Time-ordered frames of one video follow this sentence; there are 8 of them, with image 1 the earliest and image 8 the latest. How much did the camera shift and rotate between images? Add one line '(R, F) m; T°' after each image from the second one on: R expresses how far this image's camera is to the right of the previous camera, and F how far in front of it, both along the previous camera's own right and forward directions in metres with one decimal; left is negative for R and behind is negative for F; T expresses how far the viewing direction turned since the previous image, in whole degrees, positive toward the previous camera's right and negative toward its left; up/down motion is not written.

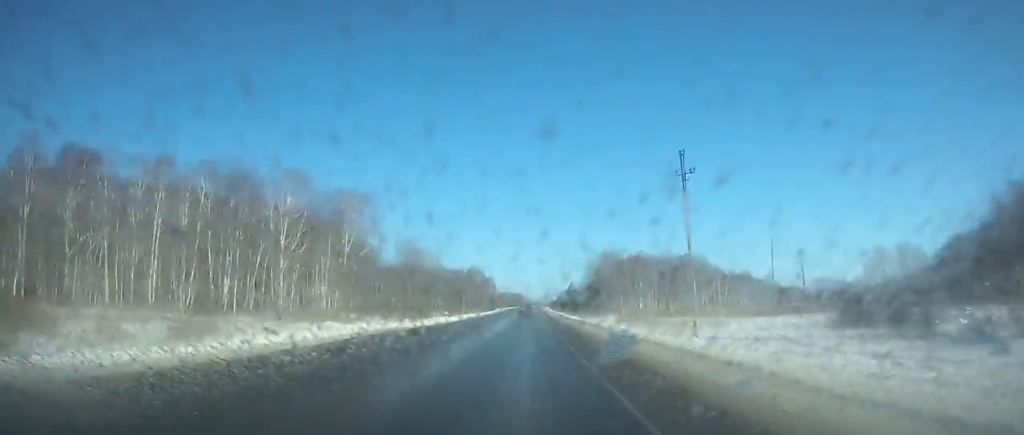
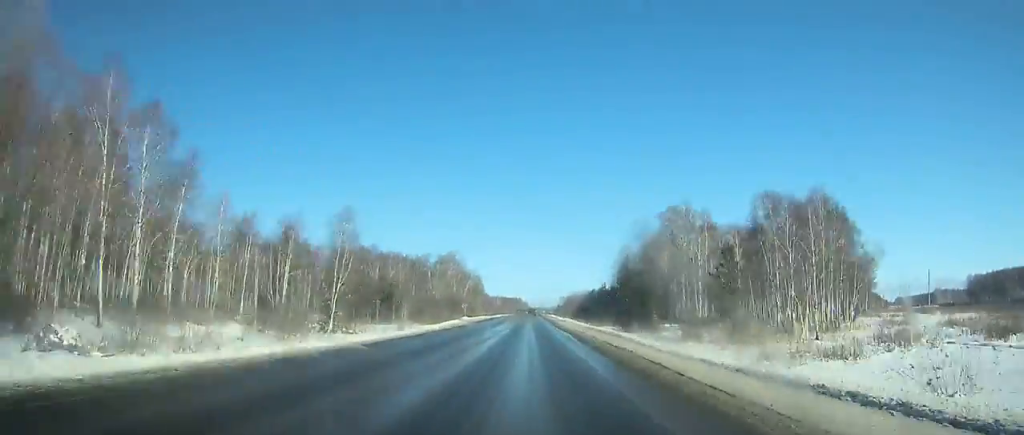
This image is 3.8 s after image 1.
(+0.2, +94.0) m; 0°
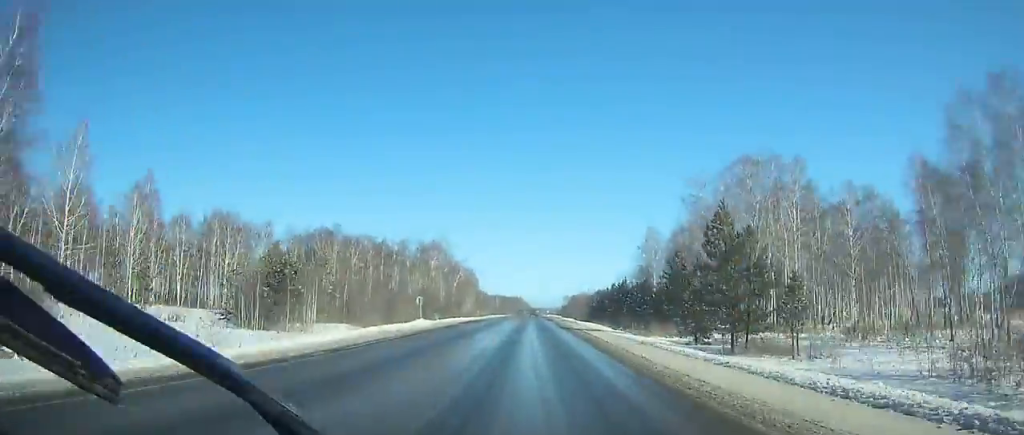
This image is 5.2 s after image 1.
(0.0, +34.5) m; 0°
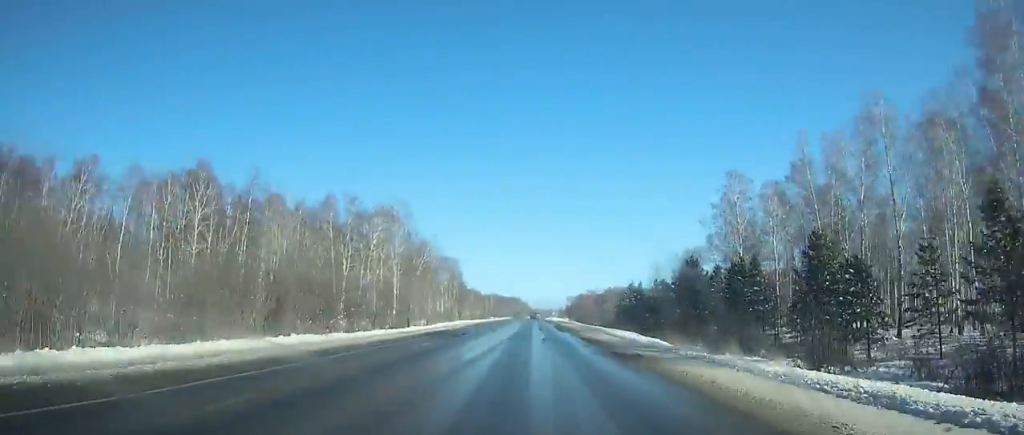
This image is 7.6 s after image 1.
(0.0, +58.8) m; 0°
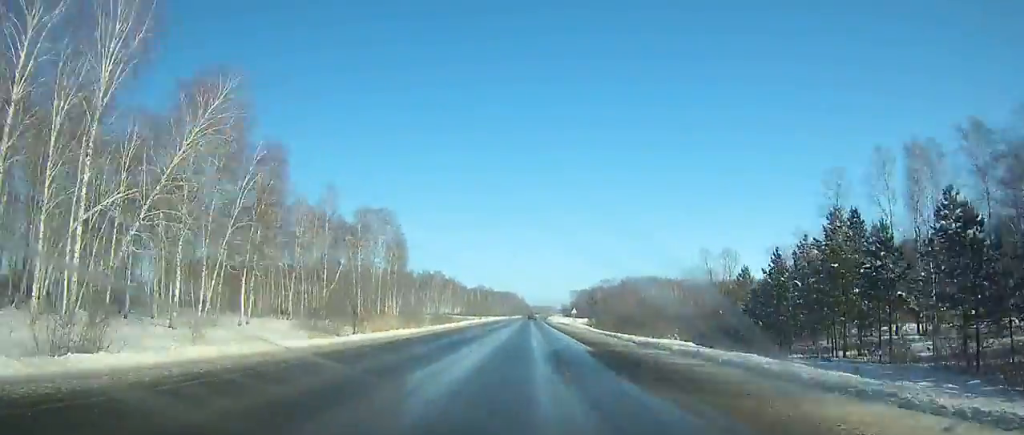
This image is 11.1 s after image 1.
(+0.2, +85.1) m; 0°
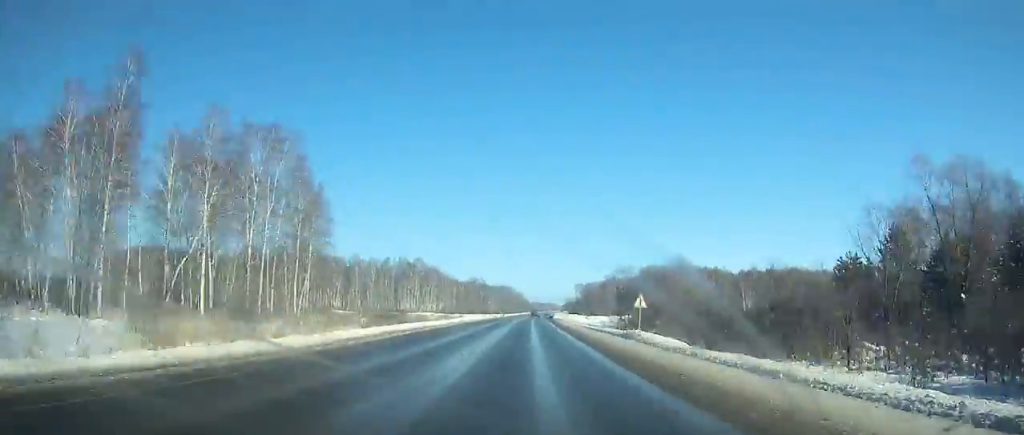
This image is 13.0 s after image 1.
(-0.1, +45.9) m; 0°
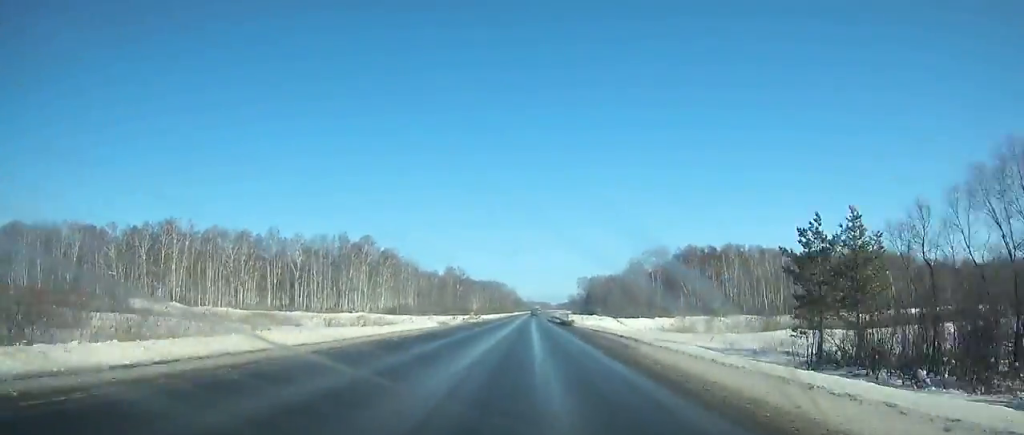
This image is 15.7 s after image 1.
(+0.3, +64.8) m; +1°
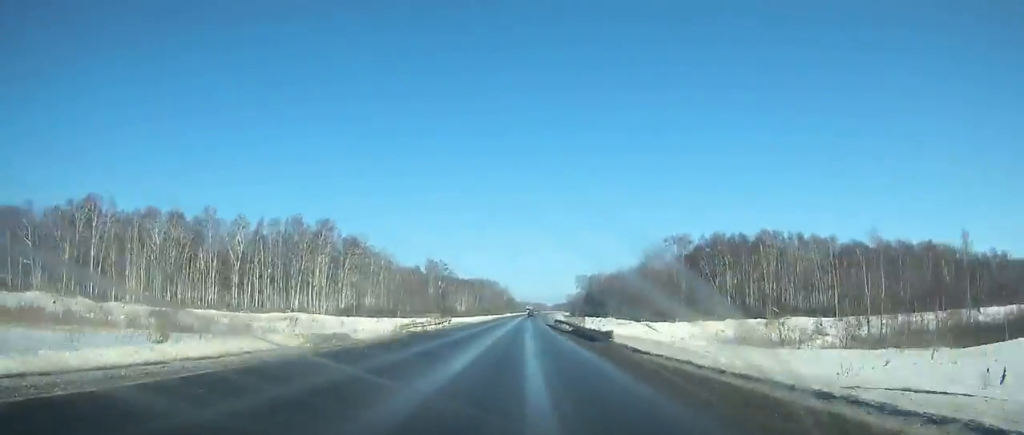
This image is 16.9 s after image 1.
(+0.1, +28.7) m; 0°
